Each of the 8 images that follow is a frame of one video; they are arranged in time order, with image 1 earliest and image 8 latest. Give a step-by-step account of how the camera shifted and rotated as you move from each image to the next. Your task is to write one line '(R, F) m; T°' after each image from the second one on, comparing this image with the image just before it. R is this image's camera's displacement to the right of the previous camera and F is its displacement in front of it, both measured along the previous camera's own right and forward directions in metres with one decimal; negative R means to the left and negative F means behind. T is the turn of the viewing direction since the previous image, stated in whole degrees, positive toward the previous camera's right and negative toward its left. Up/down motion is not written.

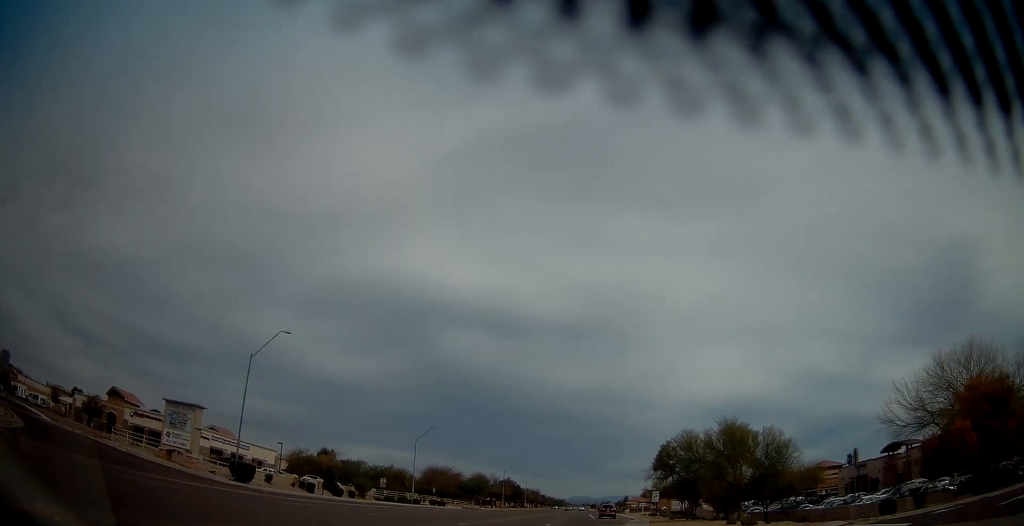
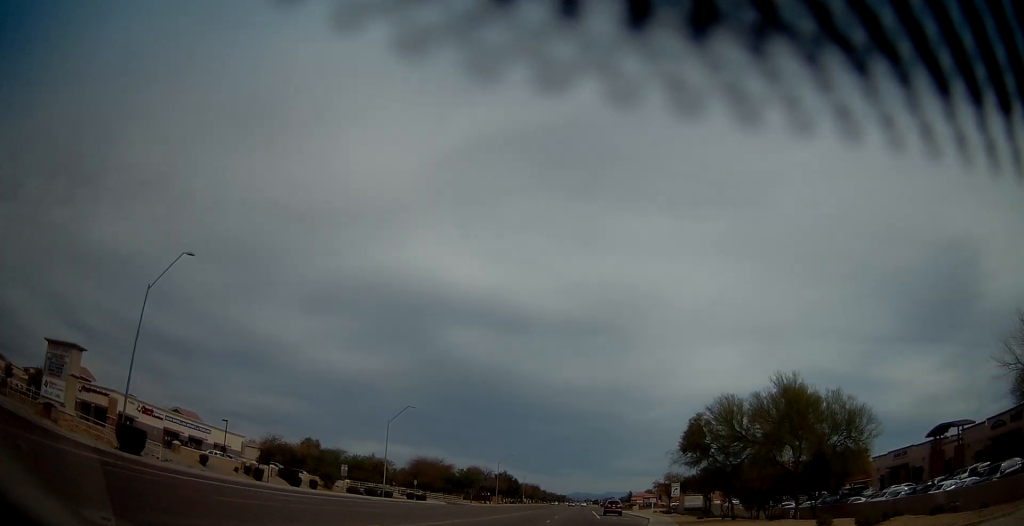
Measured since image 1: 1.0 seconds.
(+0.1, +14.2) m; +3°
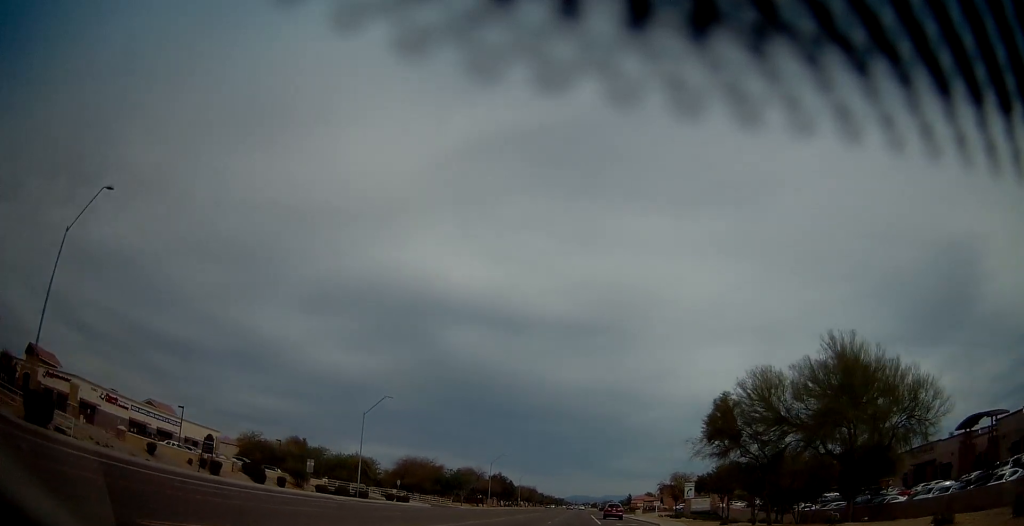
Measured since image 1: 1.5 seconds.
(+0.3, +7.9) m; +2°
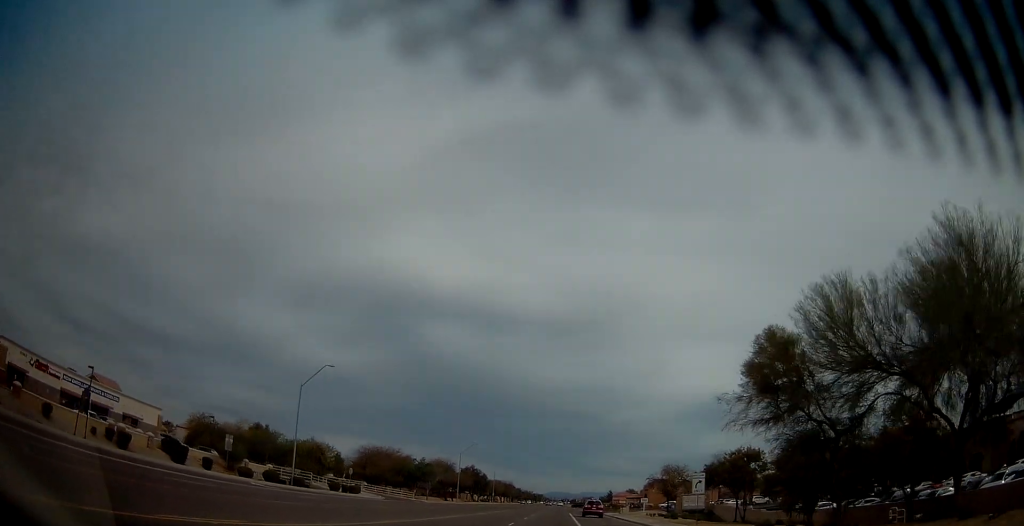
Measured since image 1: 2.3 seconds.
(+0.2, +10.9) m; +1°
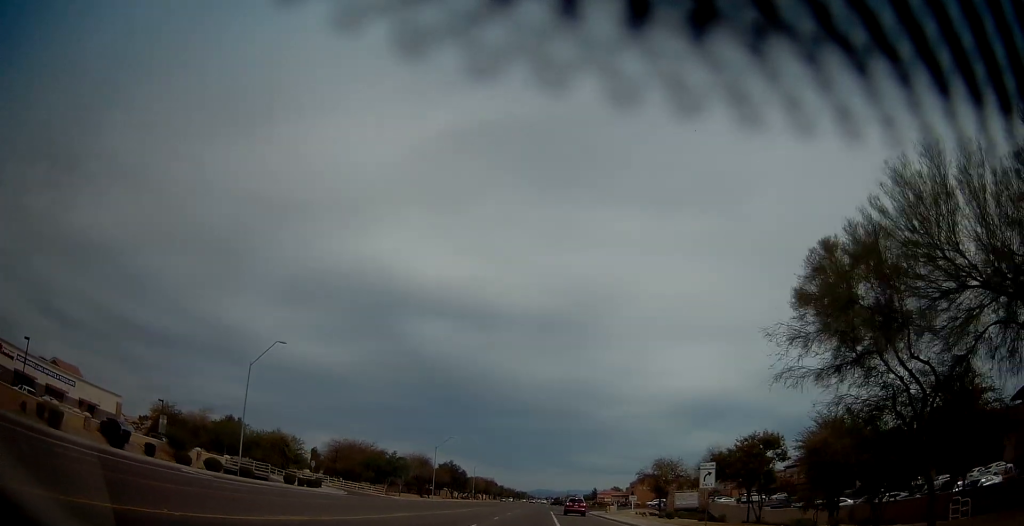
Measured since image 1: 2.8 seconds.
(+0.1, +6.7) m; 0°
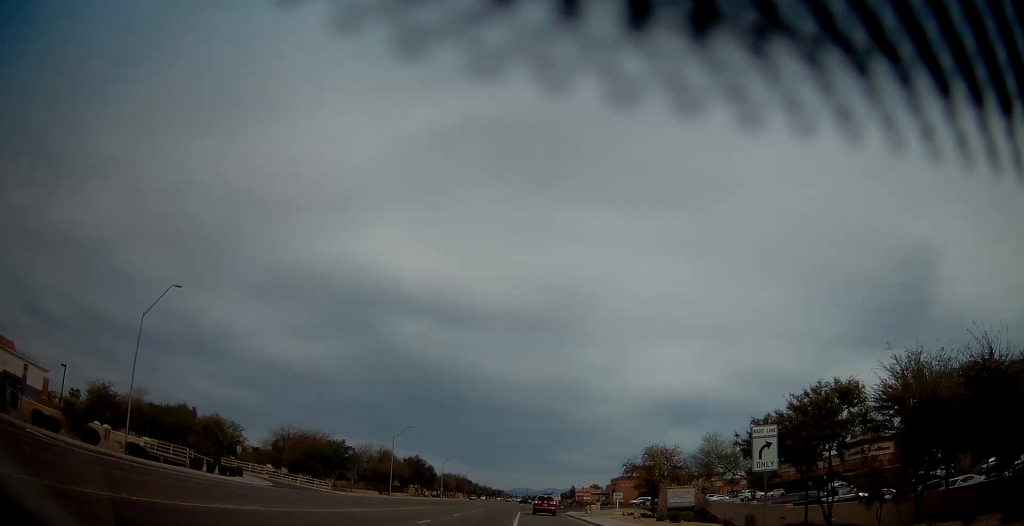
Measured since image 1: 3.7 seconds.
(-0.1, +11.3) m; -3°
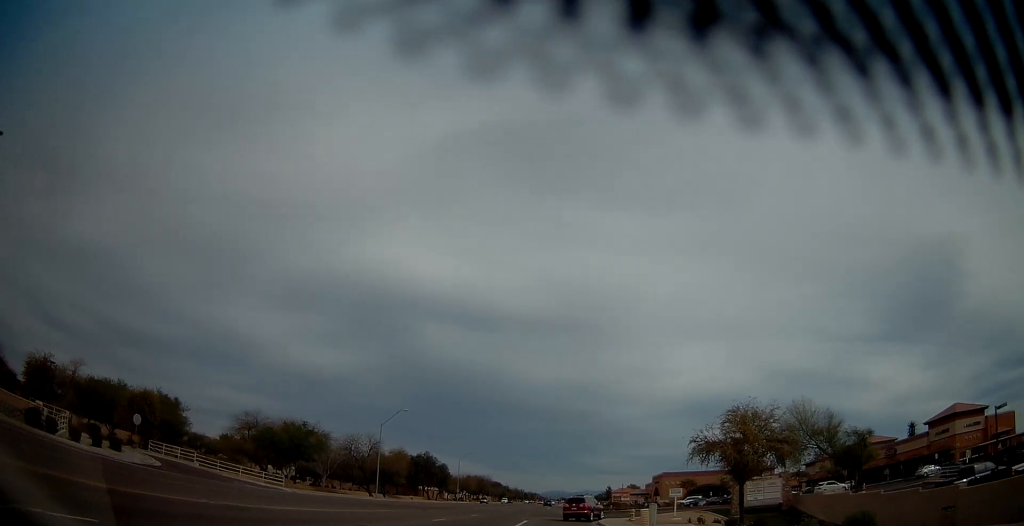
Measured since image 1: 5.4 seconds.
(-1.7, +18.5) m; -7°
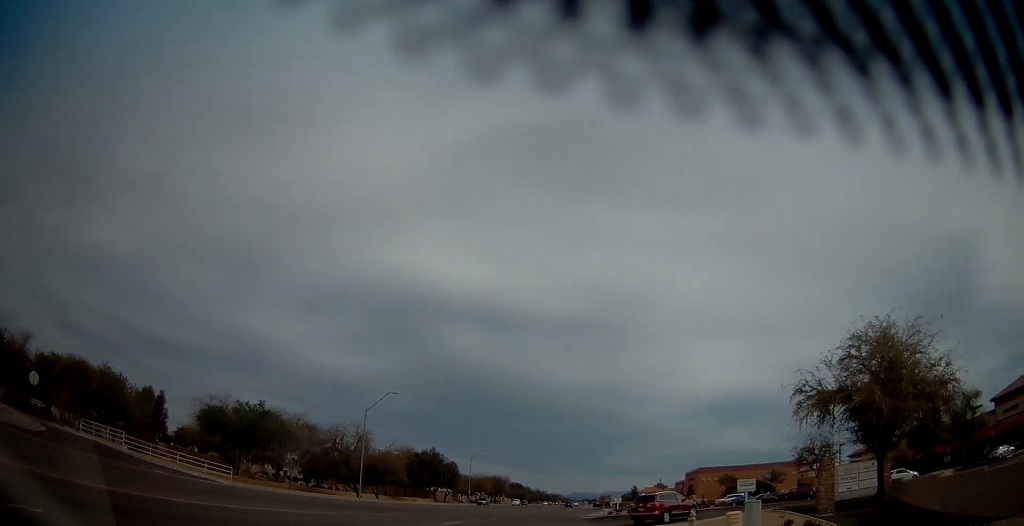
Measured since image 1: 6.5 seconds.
(+0.1, +11.7) m; +5°
